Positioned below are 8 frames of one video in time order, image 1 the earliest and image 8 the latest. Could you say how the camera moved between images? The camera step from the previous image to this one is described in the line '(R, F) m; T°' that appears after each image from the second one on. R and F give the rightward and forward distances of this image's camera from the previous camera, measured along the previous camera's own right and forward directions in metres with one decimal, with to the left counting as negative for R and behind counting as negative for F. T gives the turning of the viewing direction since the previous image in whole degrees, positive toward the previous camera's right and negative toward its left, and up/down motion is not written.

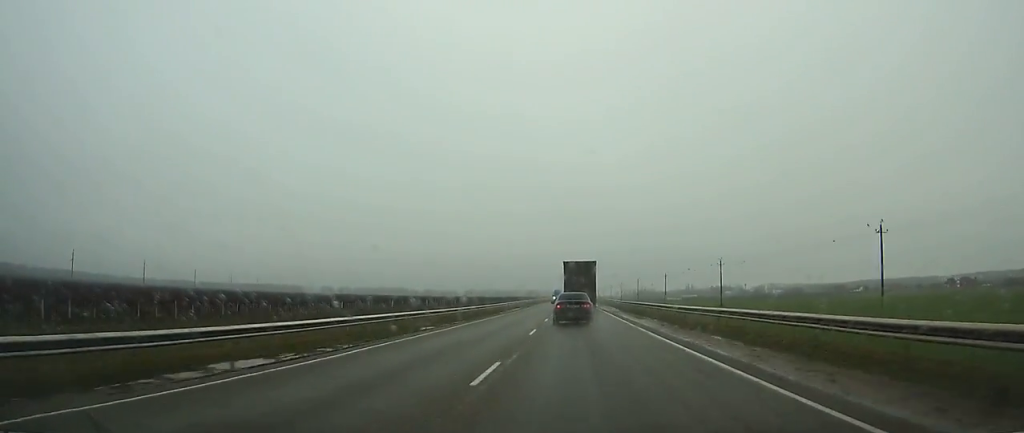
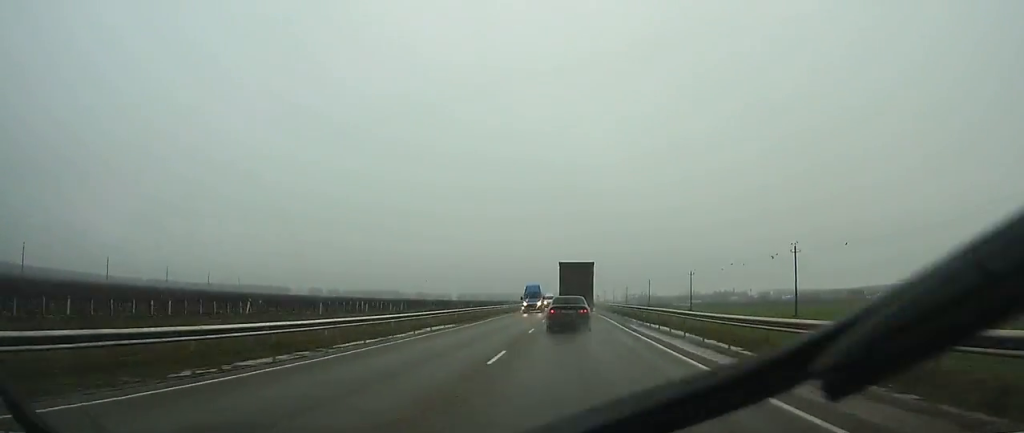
(-0.1, +41.5) m; 0°
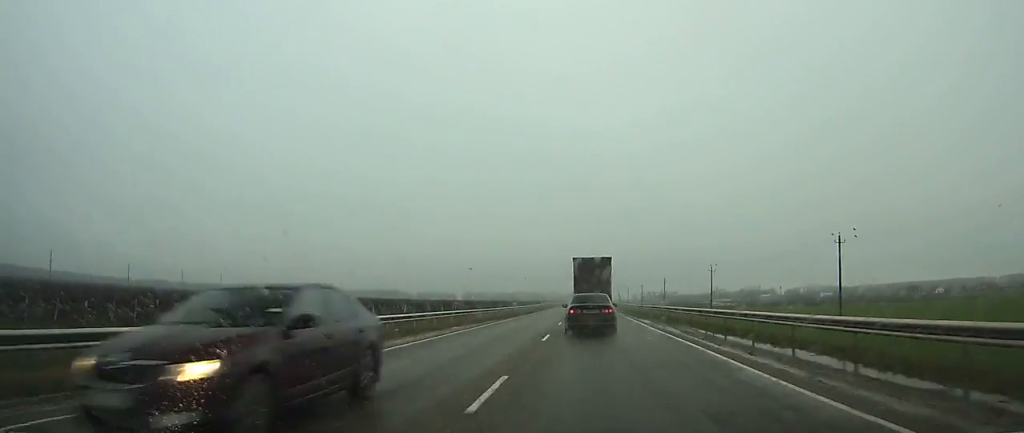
(-0.4, +71.4) m; 0°
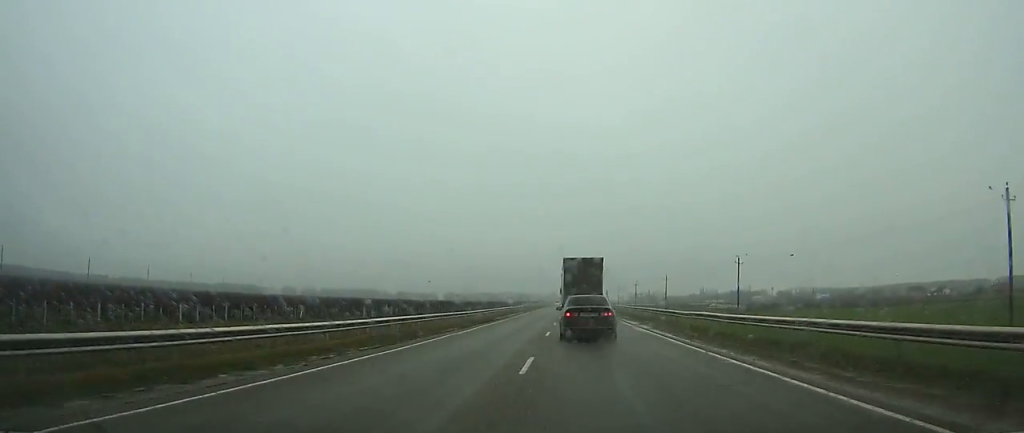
(+0.1, +29.1) m; 0°
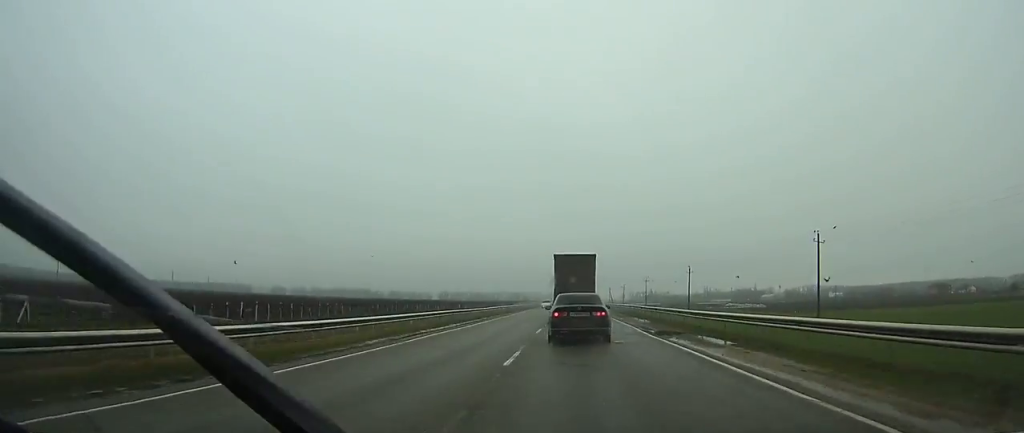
(+0.1, +31.6) m; 0°
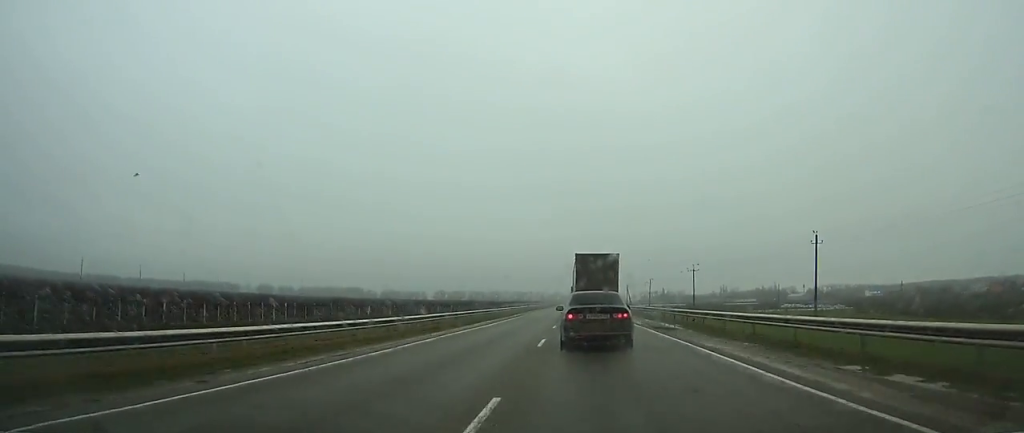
(-0.2, +62.5) m; 0°
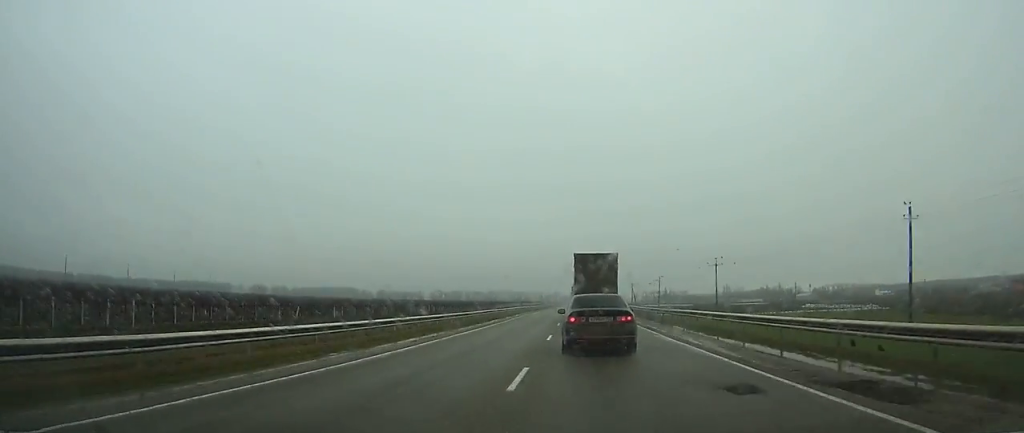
(0.0, +19.0) m; 0°
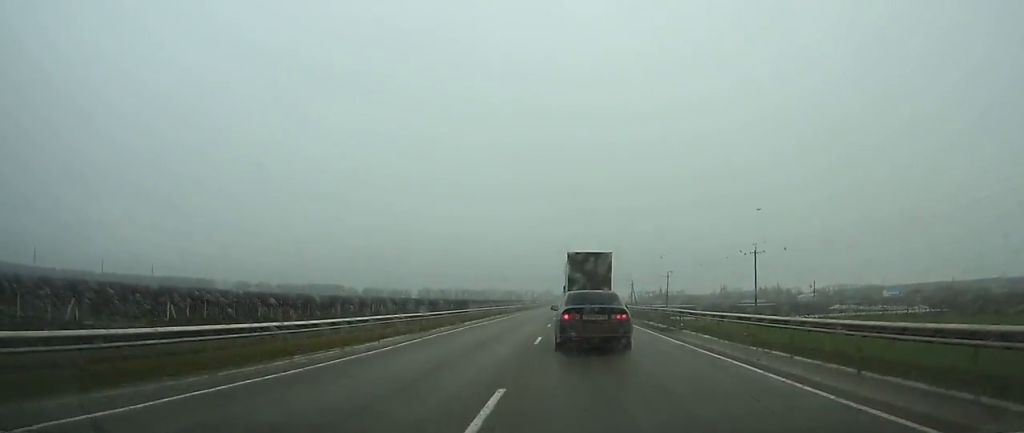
(+0.1, +25.8) m; 0°
